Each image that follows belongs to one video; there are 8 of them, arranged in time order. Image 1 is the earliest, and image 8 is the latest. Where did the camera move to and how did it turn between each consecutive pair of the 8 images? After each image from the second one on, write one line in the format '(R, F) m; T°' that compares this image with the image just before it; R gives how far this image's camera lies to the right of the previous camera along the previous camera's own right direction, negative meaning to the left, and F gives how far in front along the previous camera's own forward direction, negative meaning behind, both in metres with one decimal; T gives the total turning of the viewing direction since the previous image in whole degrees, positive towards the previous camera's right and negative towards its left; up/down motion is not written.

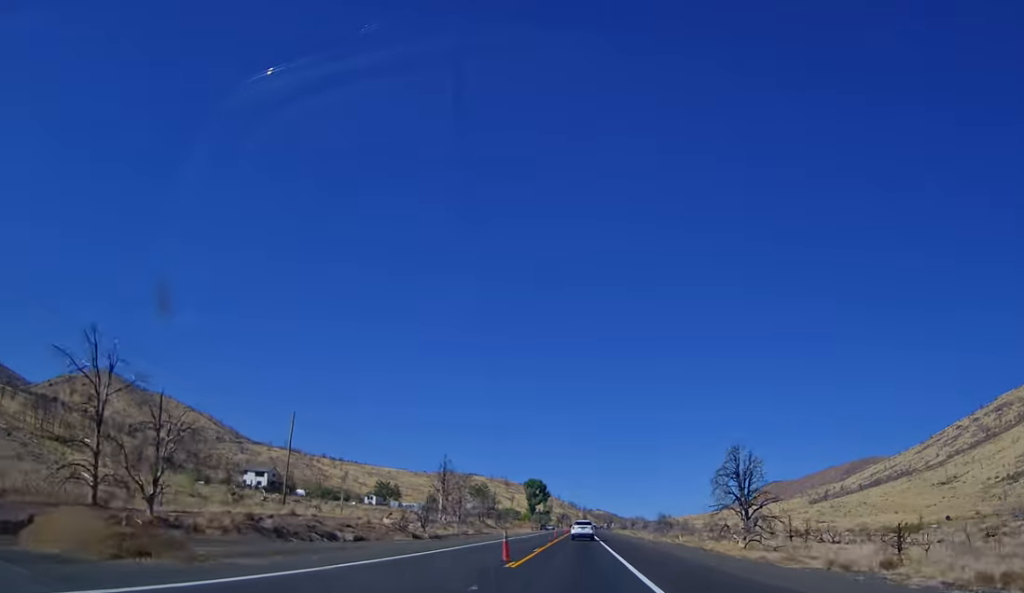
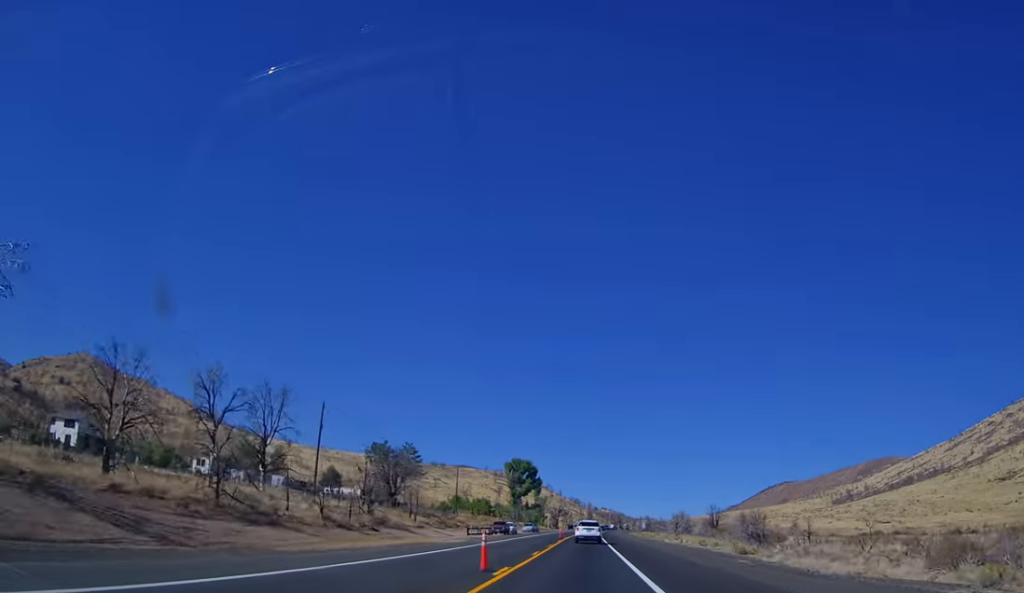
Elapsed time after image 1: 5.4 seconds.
(-0.4, +88.2) m; 0°
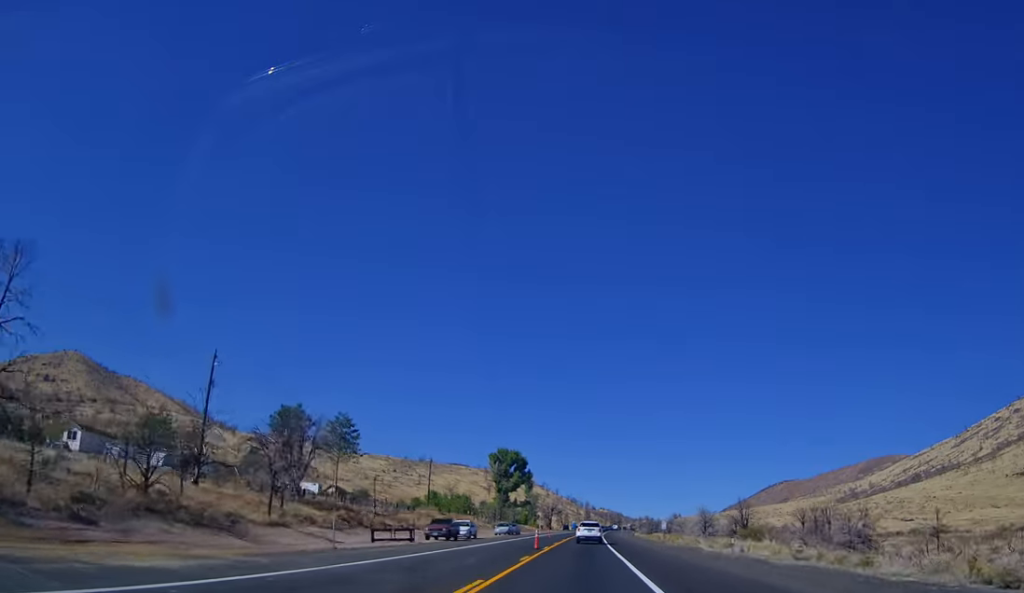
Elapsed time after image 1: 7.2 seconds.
(+0.2, +30.1) m; +1°
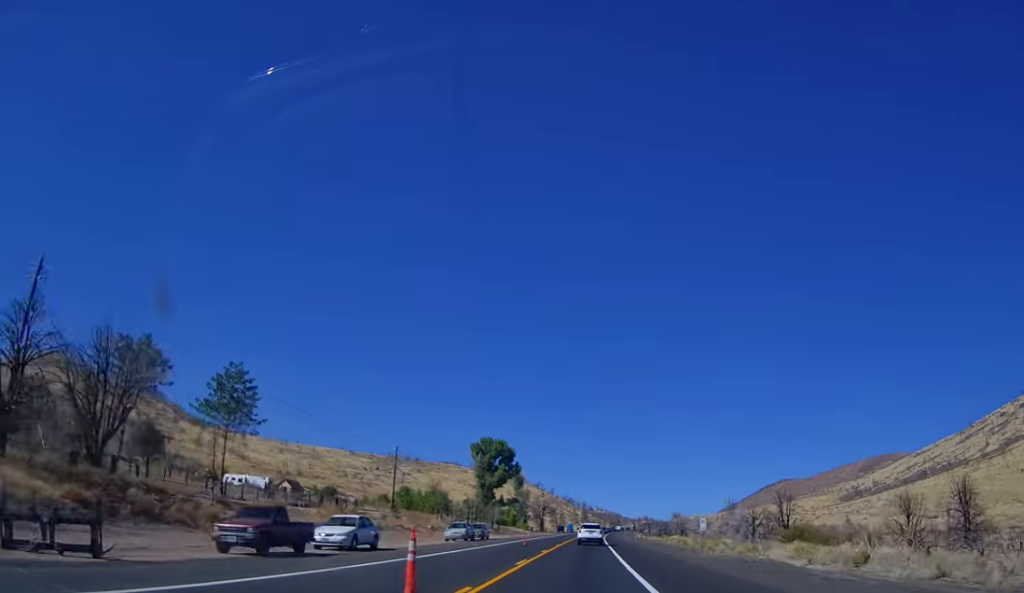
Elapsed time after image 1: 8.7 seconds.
(+0.2, +26.0) m; 0°
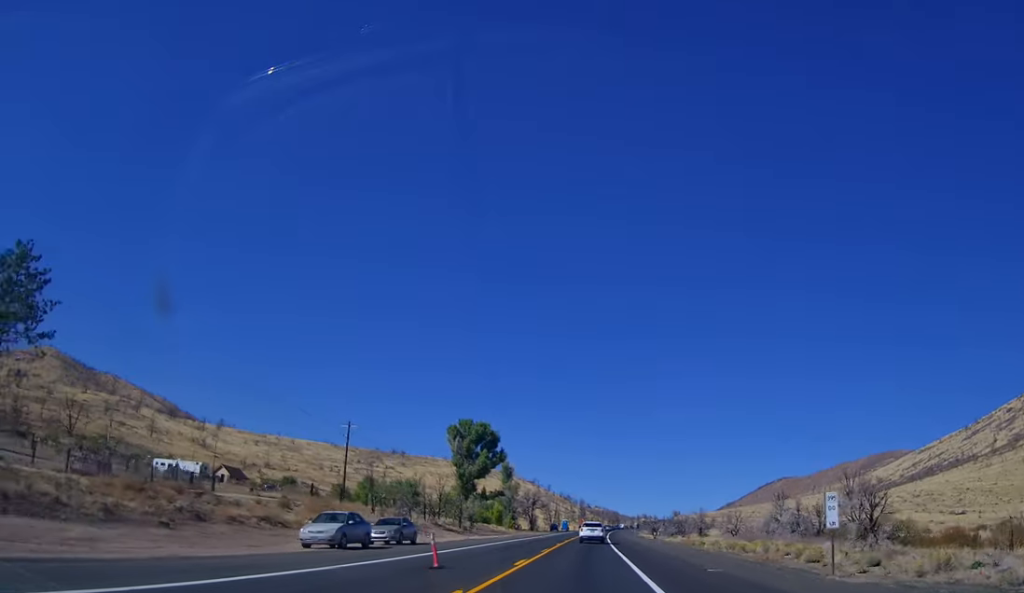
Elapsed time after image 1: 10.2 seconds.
(-0.1, +25.3) m; 0°
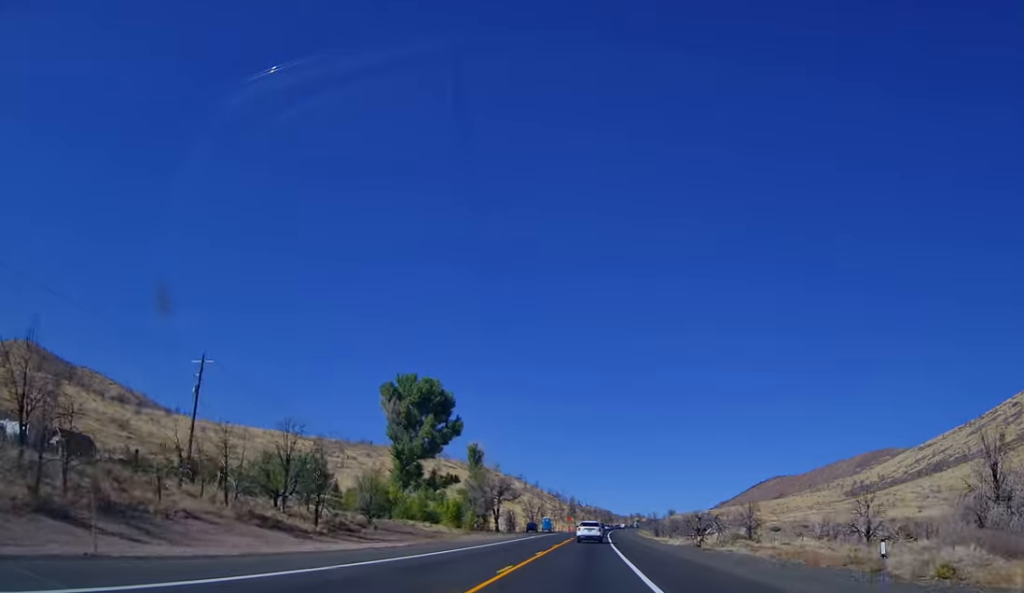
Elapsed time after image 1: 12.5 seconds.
(-0.3, +39.8) m; 0°
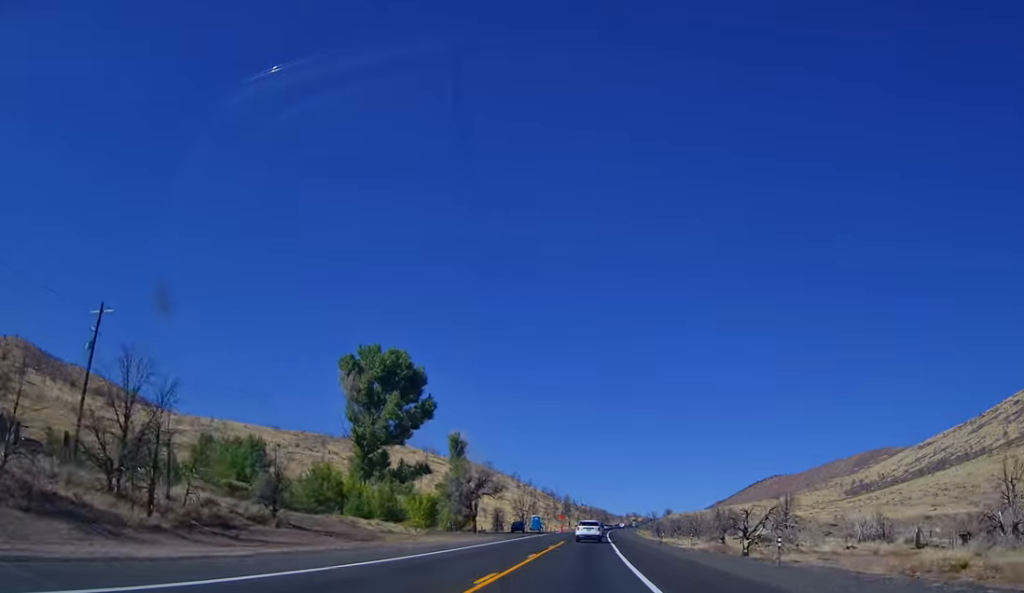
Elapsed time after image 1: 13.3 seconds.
(-0.1, +15.4) m; 0°
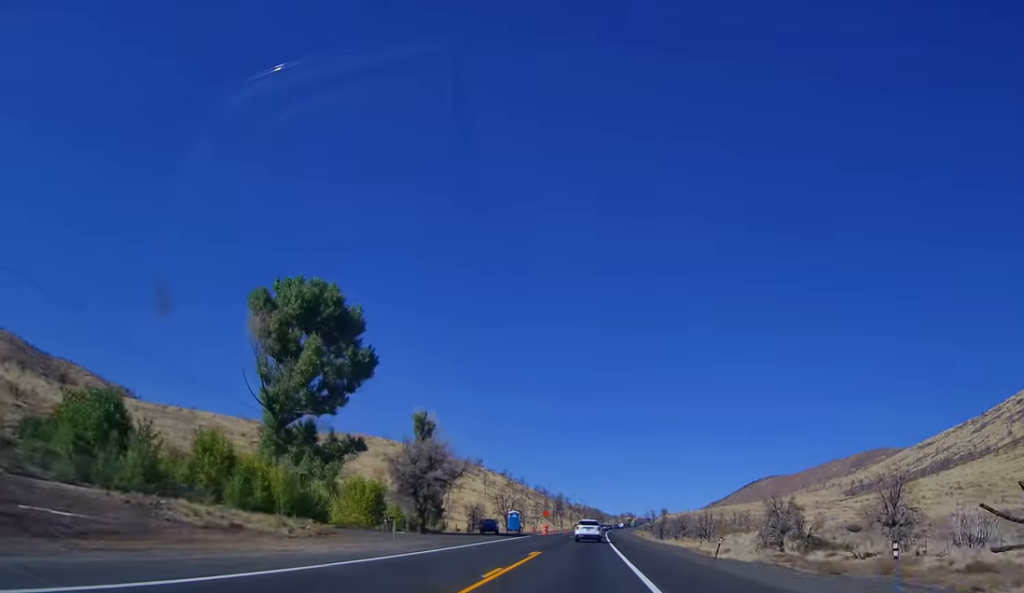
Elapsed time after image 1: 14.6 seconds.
(+0.4, +23.0) m; +1°
